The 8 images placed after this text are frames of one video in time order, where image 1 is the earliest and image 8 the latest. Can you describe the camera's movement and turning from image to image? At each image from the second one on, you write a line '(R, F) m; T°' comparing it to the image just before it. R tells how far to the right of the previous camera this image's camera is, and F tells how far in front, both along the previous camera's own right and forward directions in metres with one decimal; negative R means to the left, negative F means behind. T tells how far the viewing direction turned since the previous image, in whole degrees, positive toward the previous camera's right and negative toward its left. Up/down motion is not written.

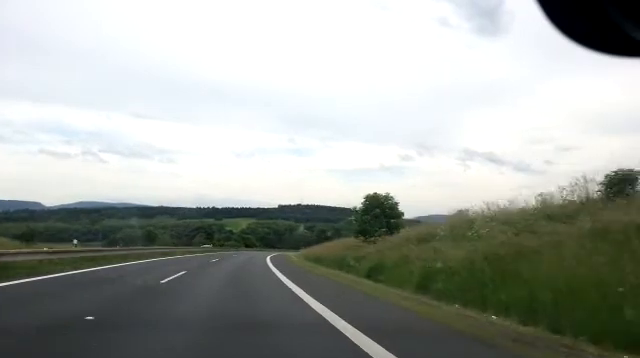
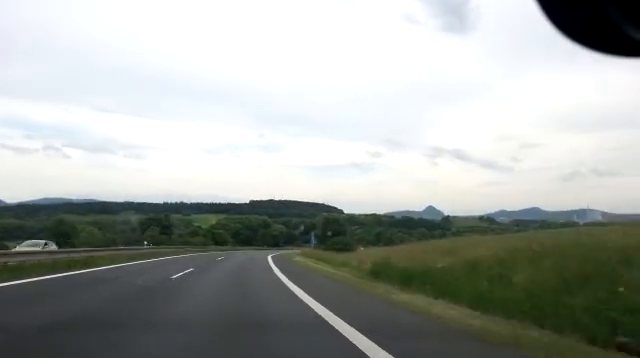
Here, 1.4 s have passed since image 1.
(+1.0, +35.0) m; +3°
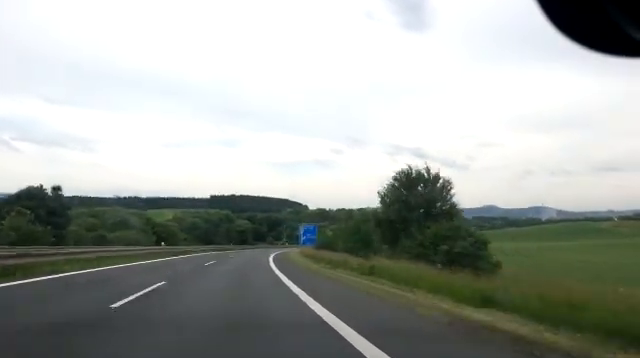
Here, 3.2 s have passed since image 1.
(+1.5, +44.0) m; +4°
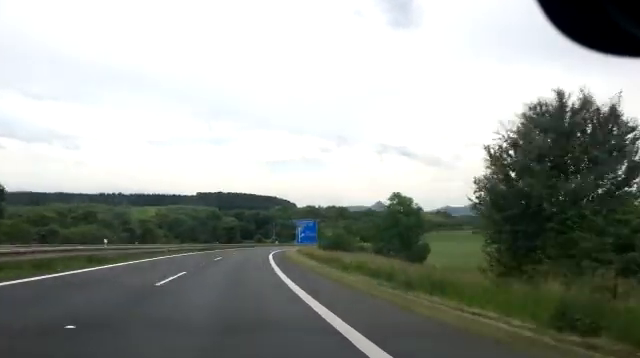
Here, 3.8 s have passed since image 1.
(+0.2, +13.8) m; +1°
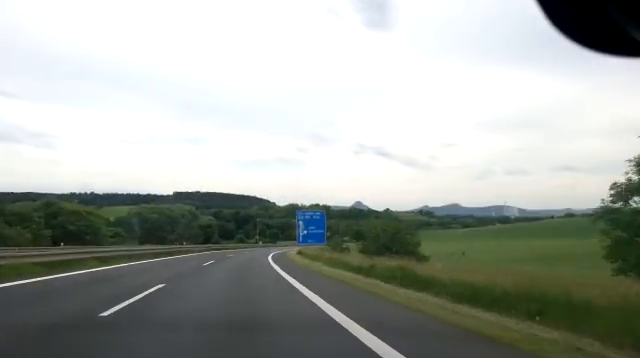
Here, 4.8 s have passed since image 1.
(+0.4, +23.5) m; +2°
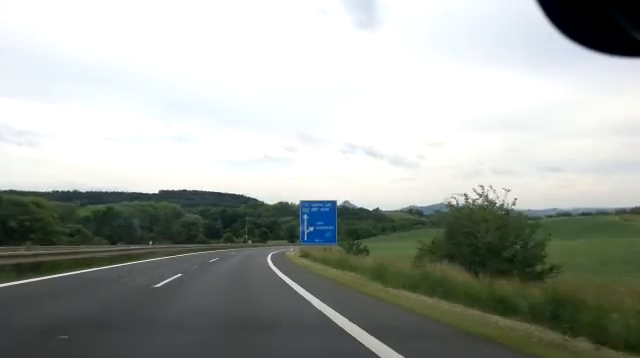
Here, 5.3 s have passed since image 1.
(+0.1, +13.0) m; +2°
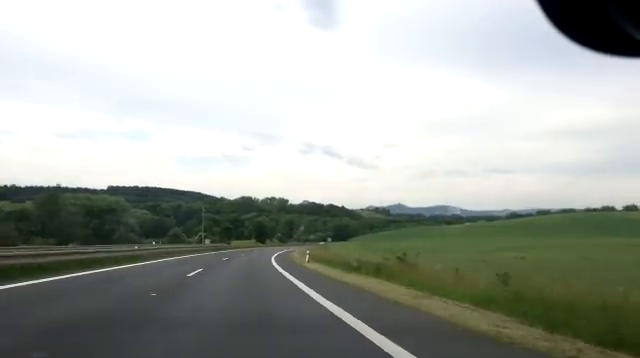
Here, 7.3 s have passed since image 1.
(+3.0, +49.8) m; +6°
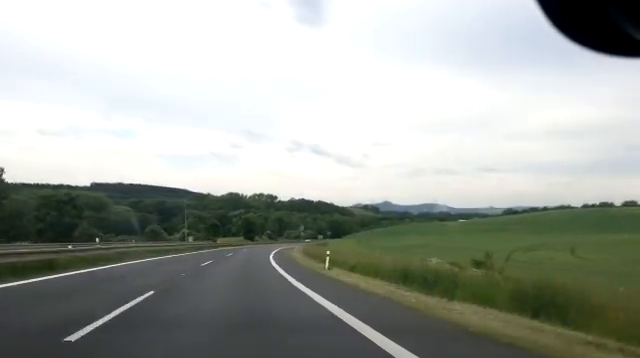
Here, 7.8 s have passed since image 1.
(+0.2, +11.9) m; 0°
